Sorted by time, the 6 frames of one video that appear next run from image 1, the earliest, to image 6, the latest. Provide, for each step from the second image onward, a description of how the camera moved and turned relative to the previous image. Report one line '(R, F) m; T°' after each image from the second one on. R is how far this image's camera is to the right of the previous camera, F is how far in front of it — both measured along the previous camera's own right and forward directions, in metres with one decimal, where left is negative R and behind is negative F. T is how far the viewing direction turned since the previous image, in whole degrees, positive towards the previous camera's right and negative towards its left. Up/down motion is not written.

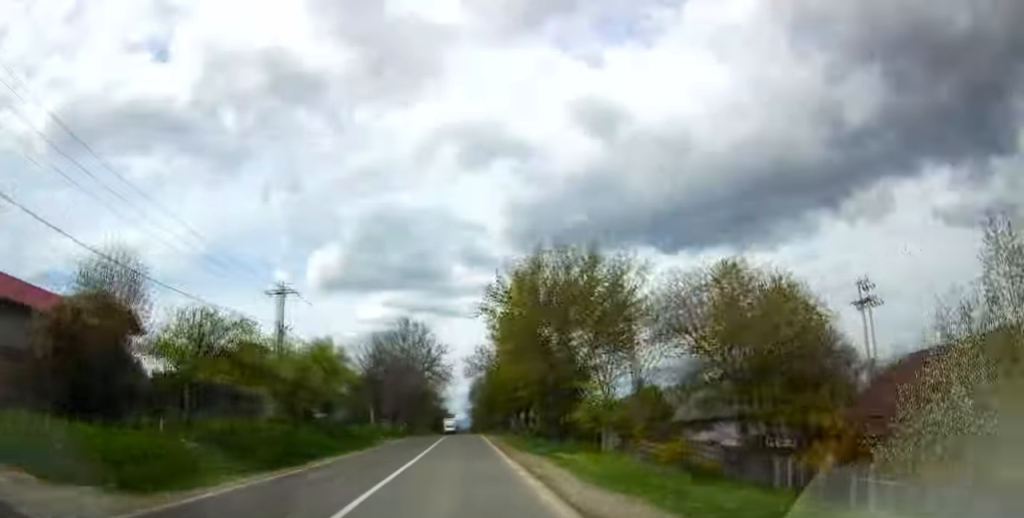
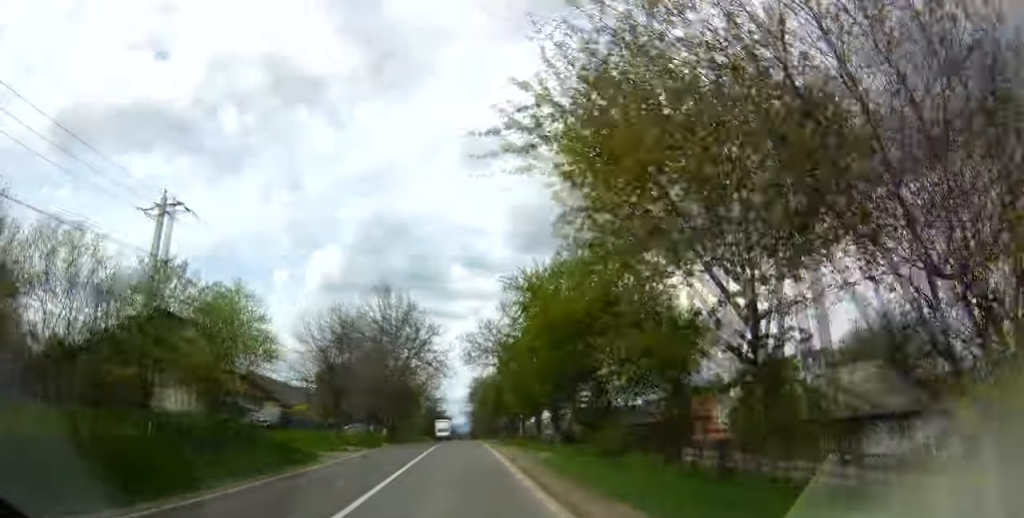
(+0.2, +18.8) m; 0°
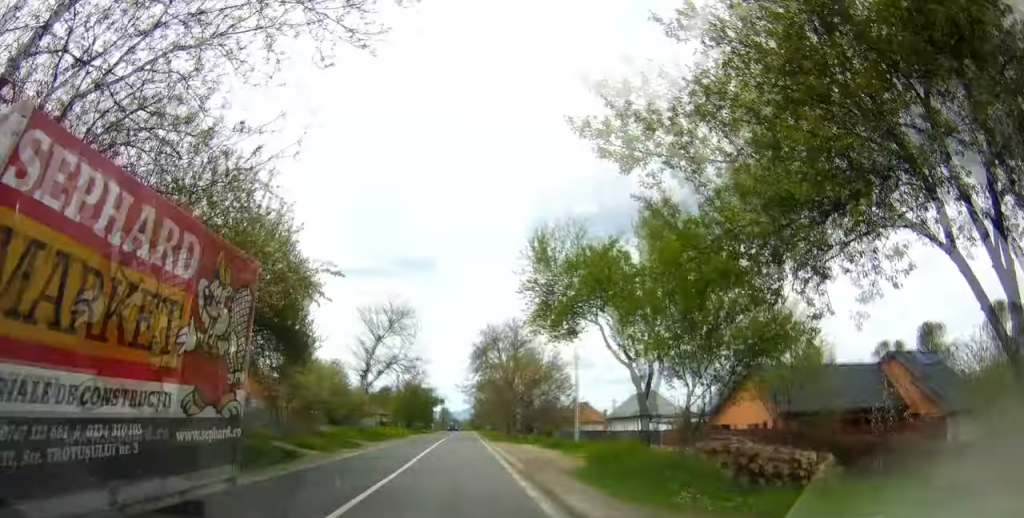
(-0.5, +55.9) m; -1°
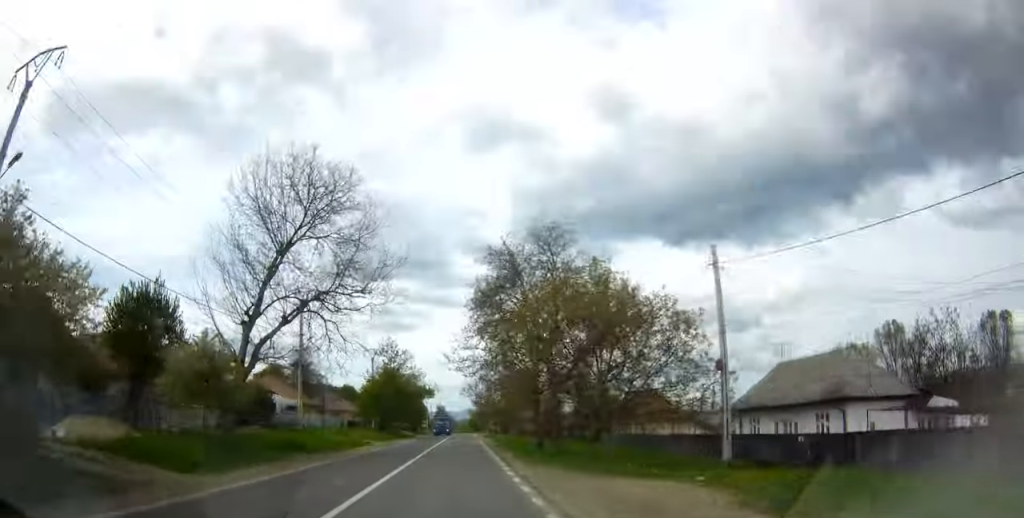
(-0.1, +30.6) m; +1°
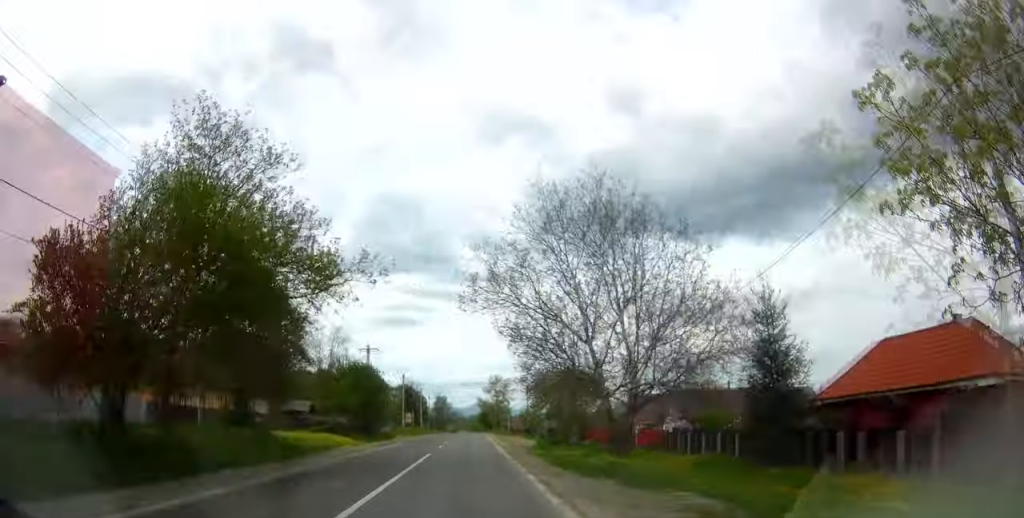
(+0.1, +54.5) m; +1°
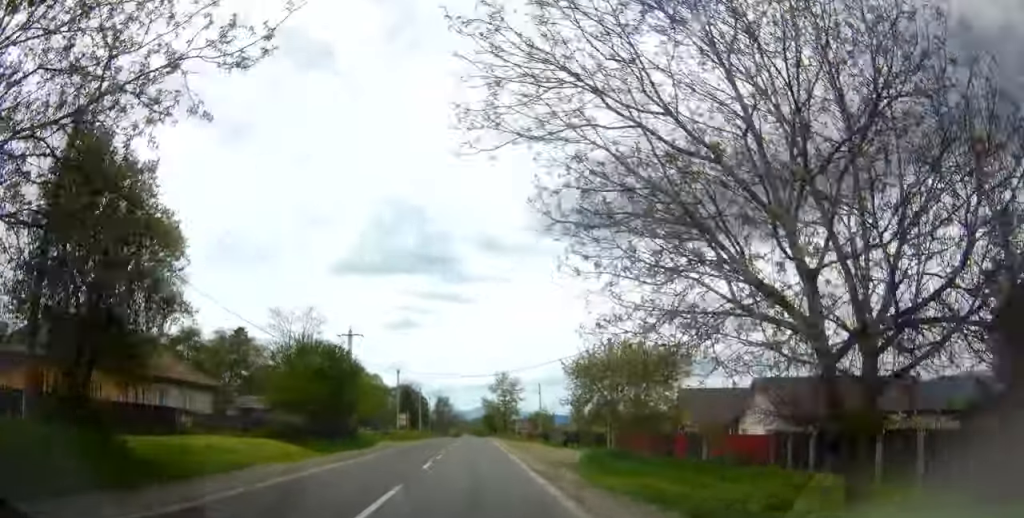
(+0.1, +12.9) m; 0°
